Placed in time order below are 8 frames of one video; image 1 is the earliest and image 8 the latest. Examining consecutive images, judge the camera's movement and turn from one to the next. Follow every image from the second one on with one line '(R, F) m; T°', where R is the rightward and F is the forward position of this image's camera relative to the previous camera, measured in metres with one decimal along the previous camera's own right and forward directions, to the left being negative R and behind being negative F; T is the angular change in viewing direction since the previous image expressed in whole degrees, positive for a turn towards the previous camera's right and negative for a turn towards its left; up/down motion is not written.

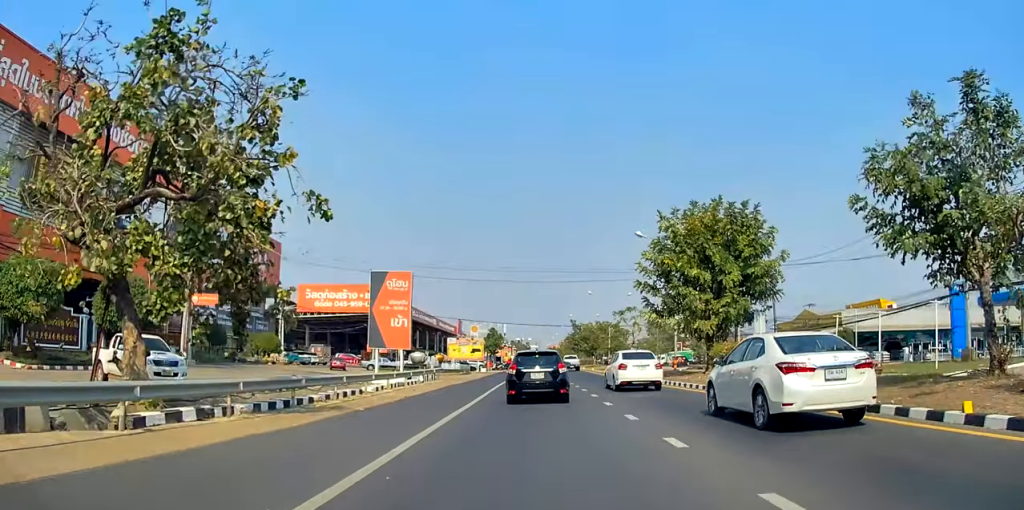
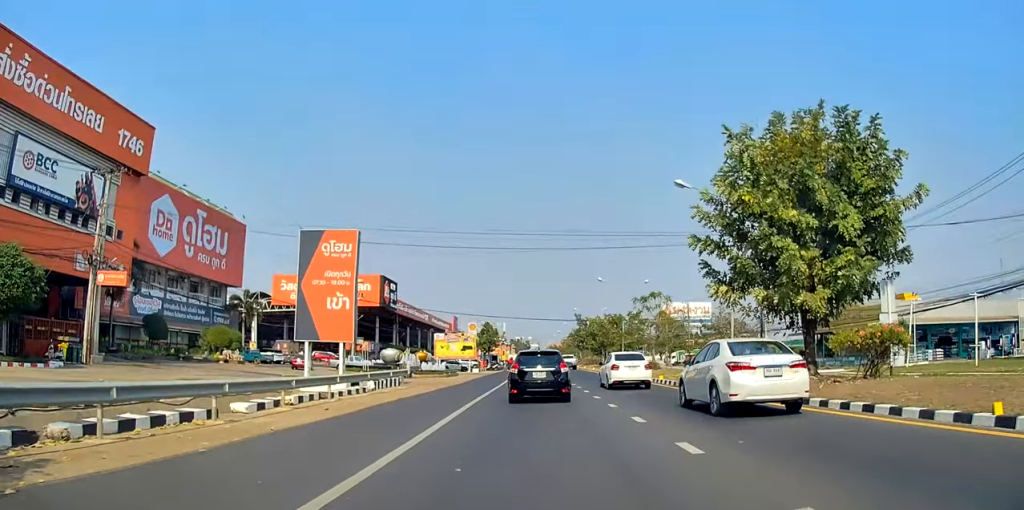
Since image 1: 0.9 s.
(0.0, +12.6) m; 0°
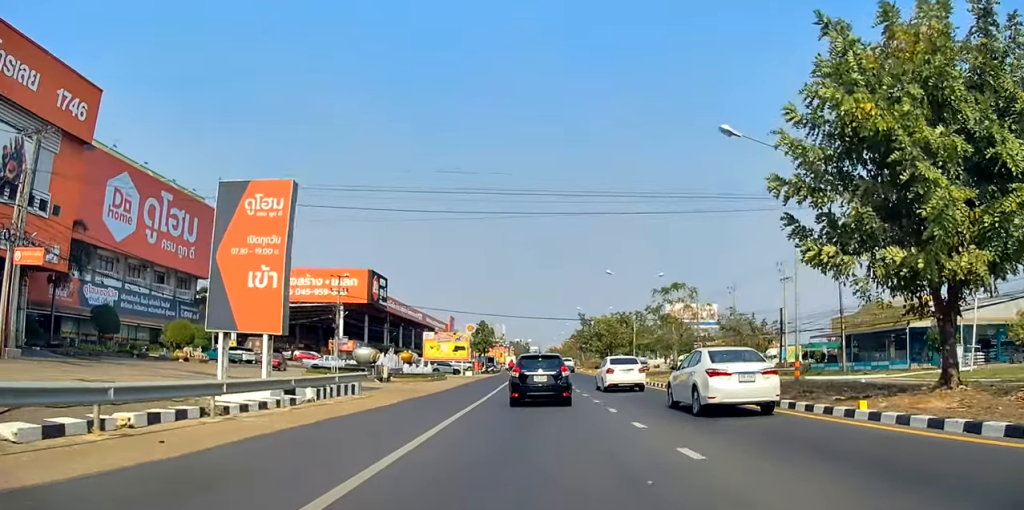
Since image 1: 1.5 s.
(-0.1, +8.1) m; 0°
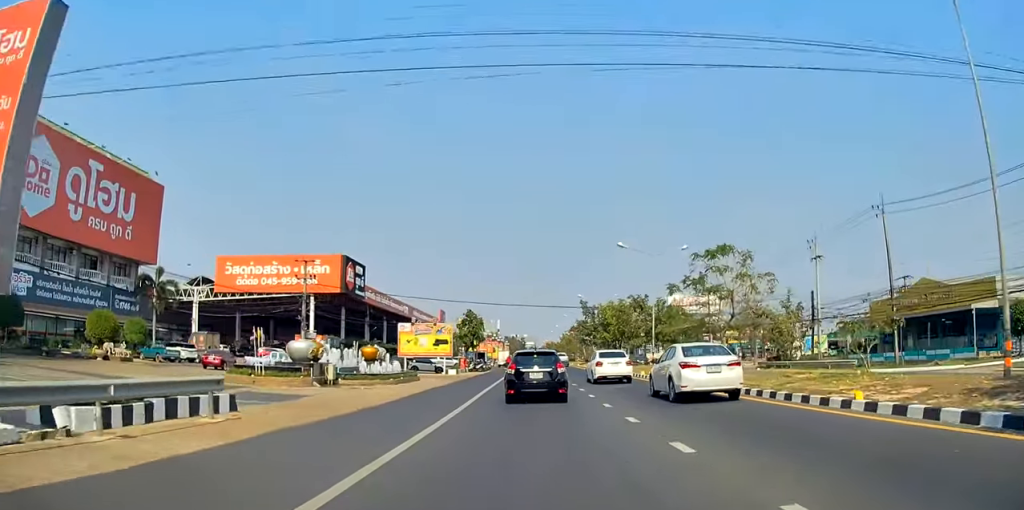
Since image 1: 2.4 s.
(0.0, +12.2) m; -1°
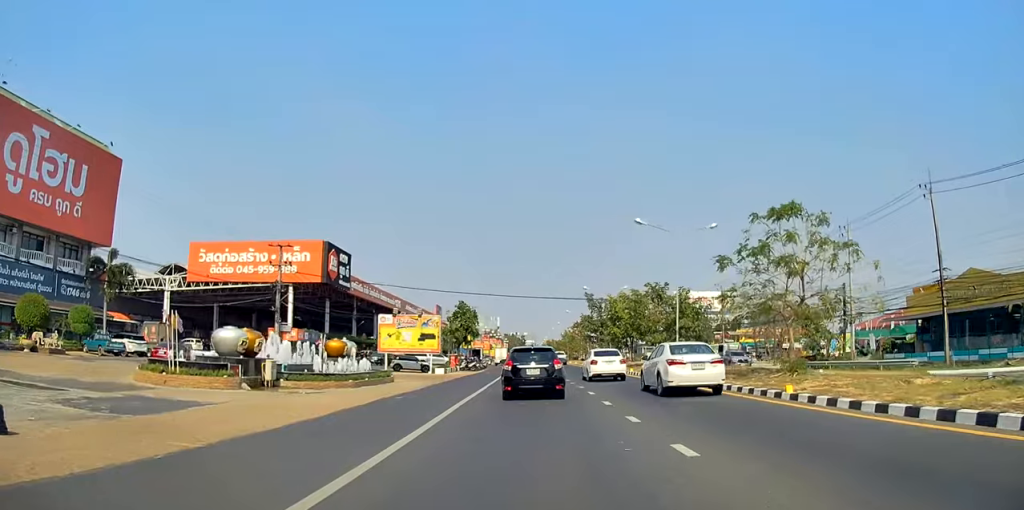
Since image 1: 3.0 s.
(-0.1, +8.0) m; 0°
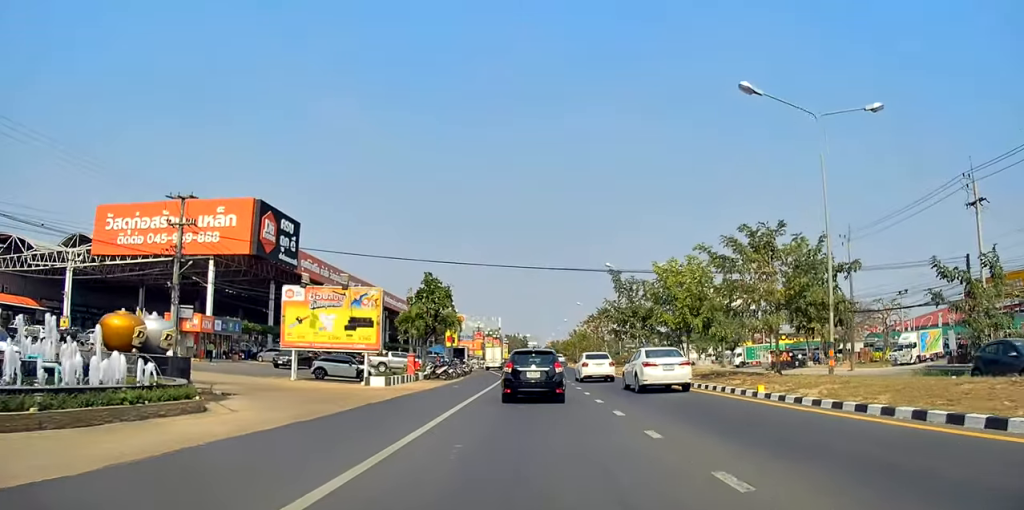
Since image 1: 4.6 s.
(+0.7, +21.9) m; +1°
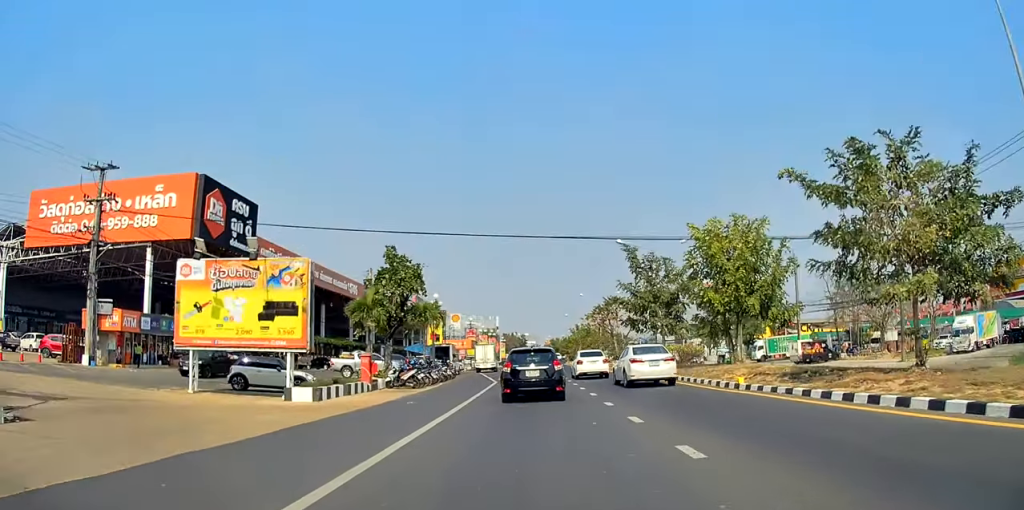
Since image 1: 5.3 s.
(-0.4, +10.4) m; 0°
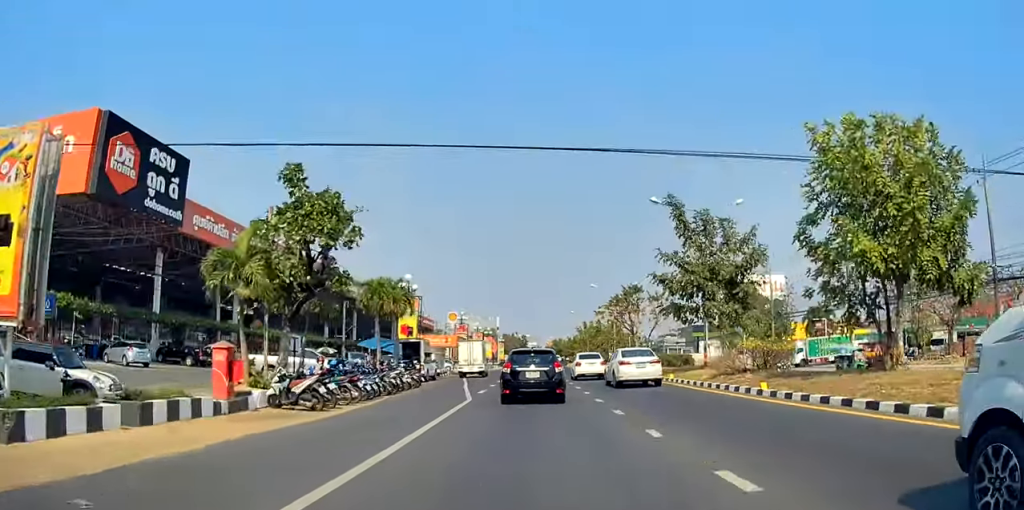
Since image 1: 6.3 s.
(+0.2, +13.8) m; +1°
